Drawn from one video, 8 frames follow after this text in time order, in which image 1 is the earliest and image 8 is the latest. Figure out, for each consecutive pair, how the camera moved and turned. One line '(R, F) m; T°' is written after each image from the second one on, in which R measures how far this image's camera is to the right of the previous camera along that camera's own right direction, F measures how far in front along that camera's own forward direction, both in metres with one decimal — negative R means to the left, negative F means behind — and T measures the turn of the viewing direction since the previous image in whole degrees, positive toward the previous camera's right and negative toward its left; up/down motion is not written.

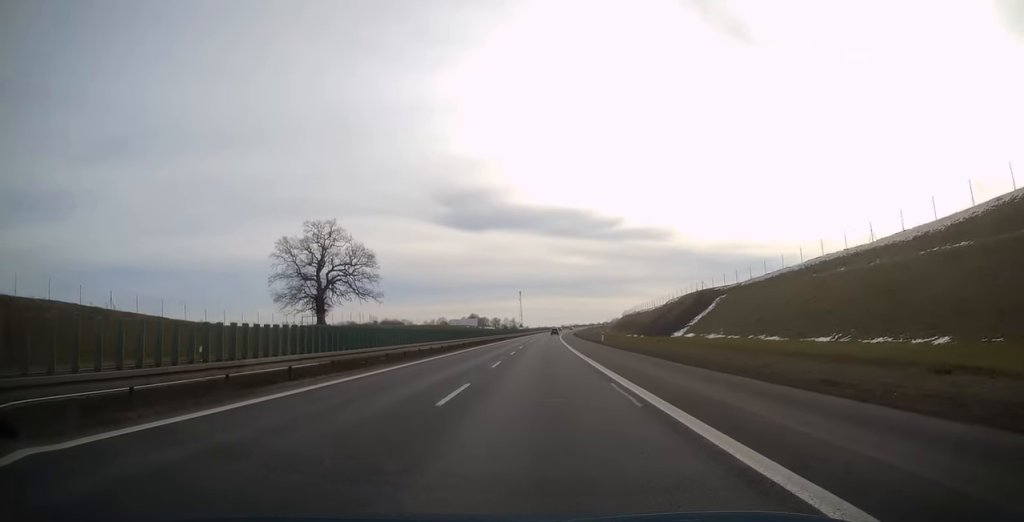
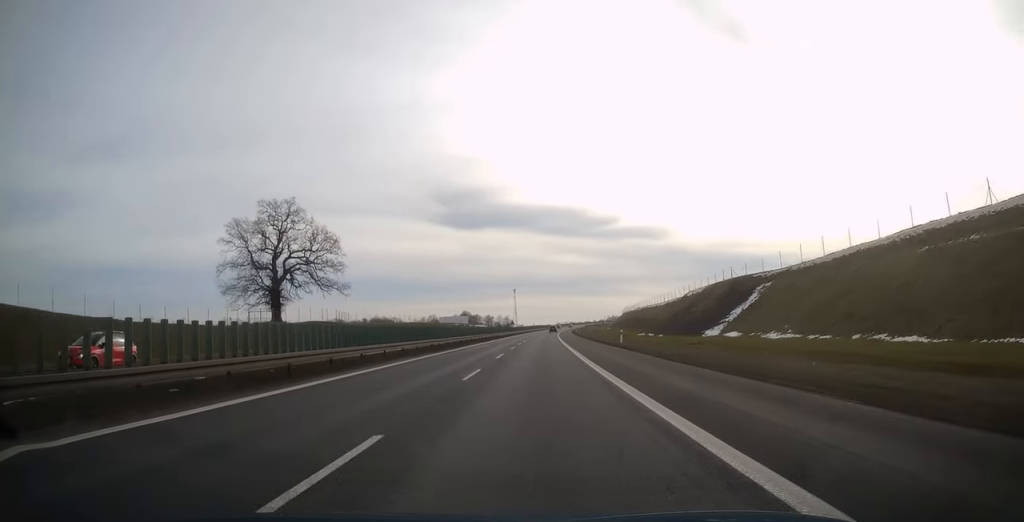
(+0.1, +19.4) m; +1°
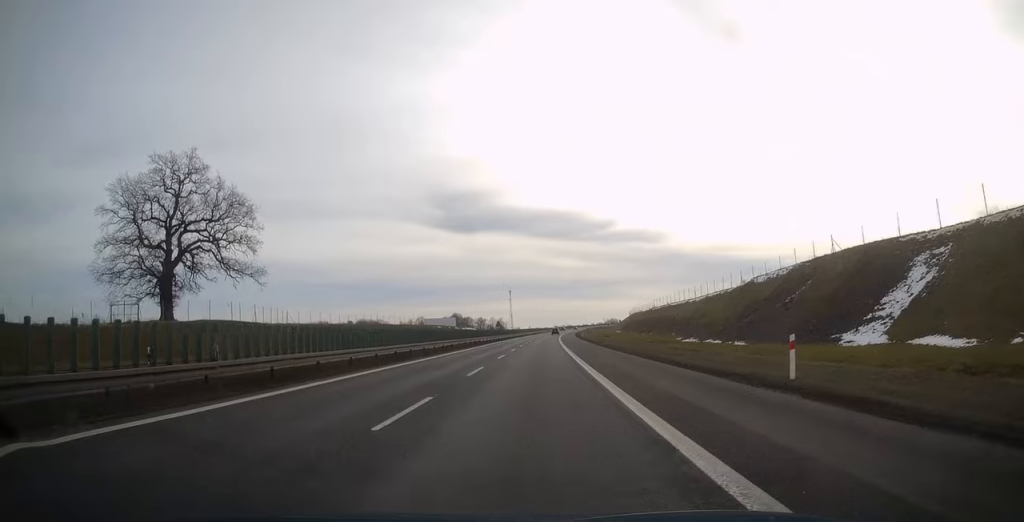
(+0.3, +32.6) m; +1°
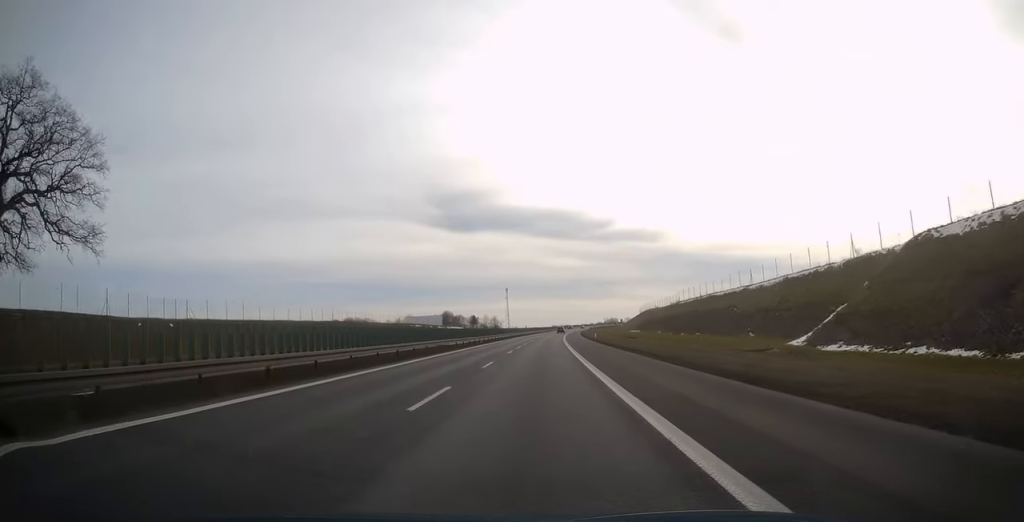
(+0.1, +32.1) m; 0°
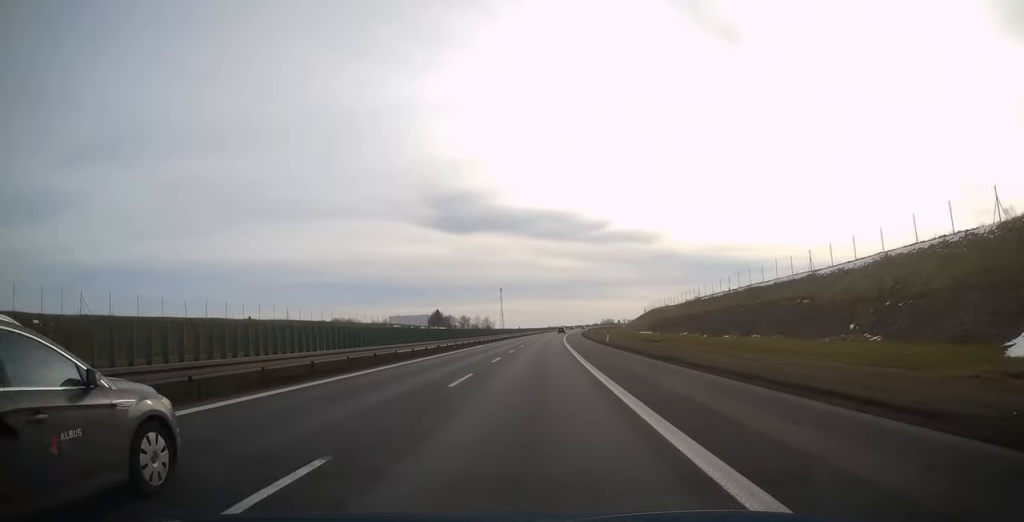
(0.0, +20.4) m; 0°
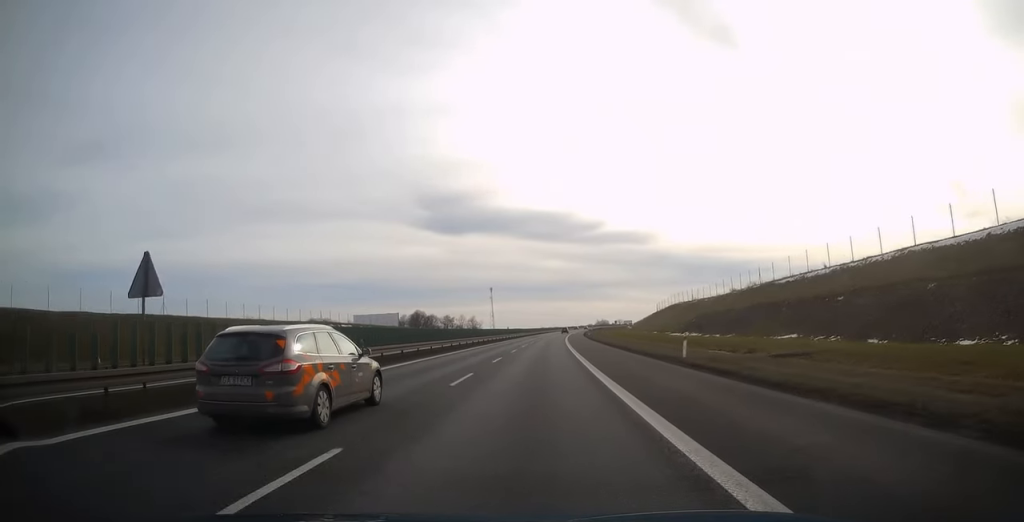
(+0.1, +35.1) m; +1°
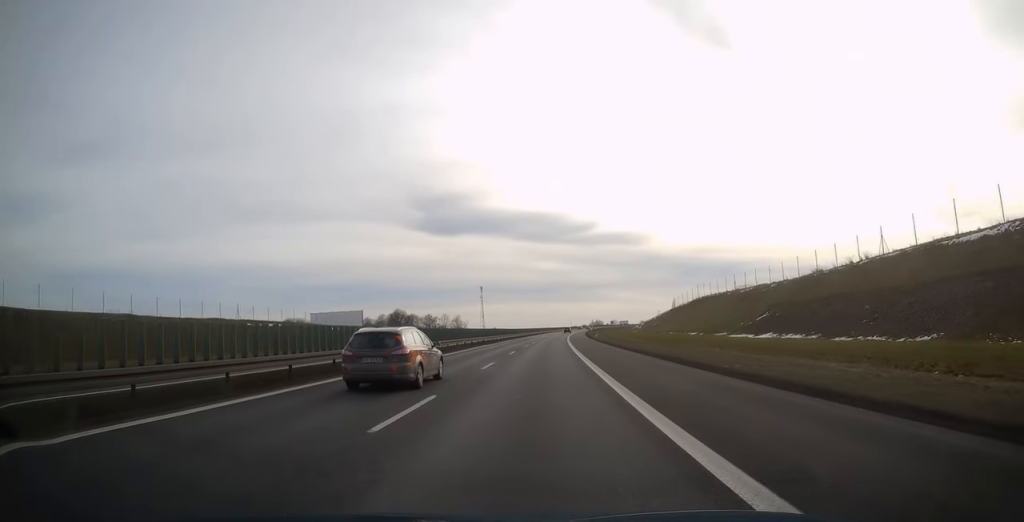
(+0.2, +31.1) m; +1°
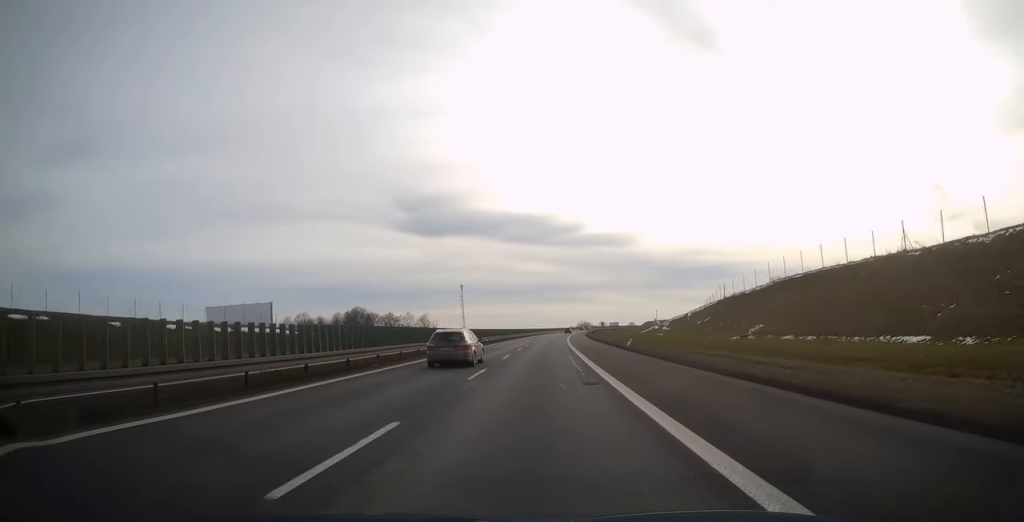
(+0.6, +47.3) m; +1°
